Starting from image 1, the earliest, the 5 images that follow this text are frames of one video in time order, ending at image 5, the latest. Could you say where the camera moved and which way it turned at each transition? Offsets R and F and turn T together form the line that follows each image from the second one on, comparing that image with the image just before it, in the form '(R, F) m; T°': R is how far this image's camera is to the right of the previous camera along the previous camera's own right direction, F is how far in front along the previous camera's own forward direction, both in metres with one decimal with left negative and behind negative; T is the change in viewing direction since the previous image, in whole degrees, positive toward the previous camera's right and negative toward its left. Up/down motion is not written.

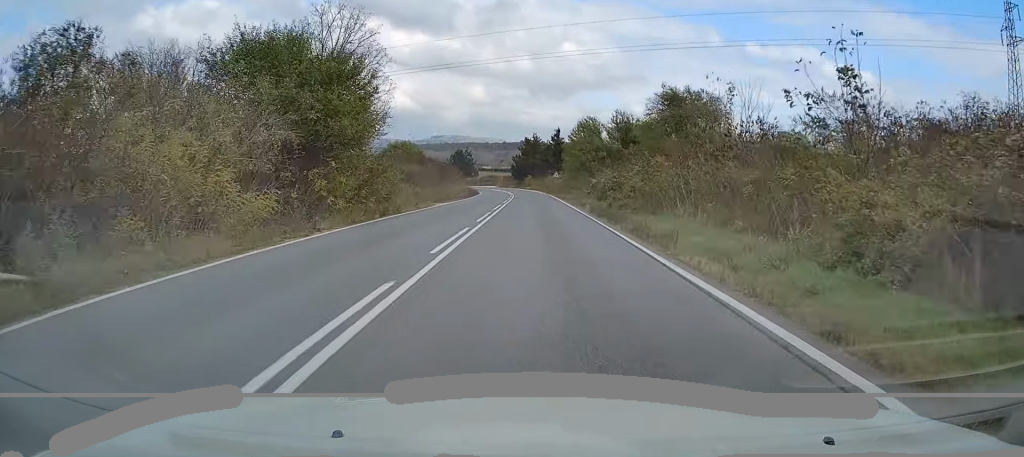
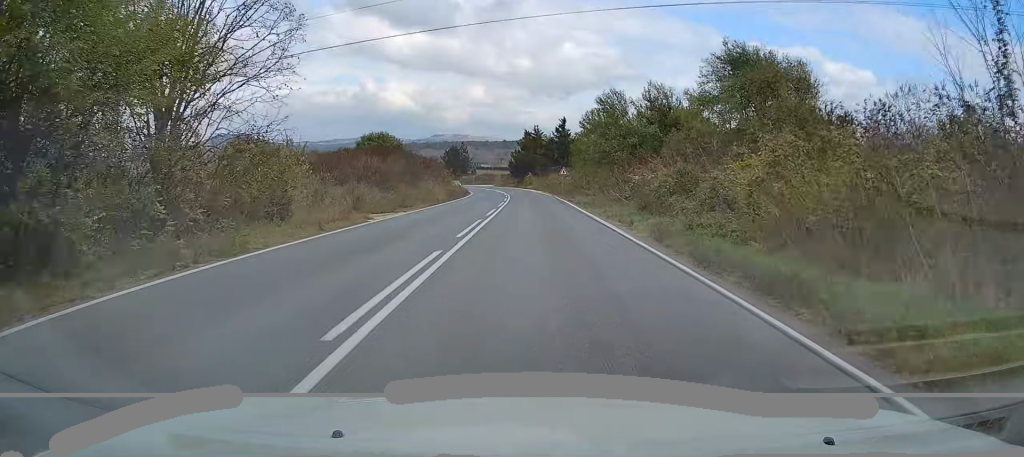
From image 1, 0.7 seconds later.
(0.0, +14.8) m; 0°
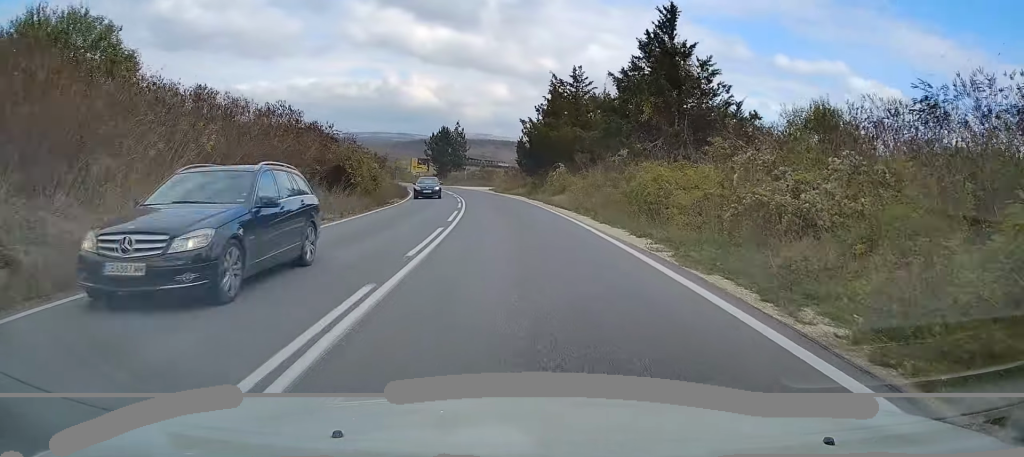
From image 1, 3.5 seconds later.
(-0.9, +57.5) m; -3°
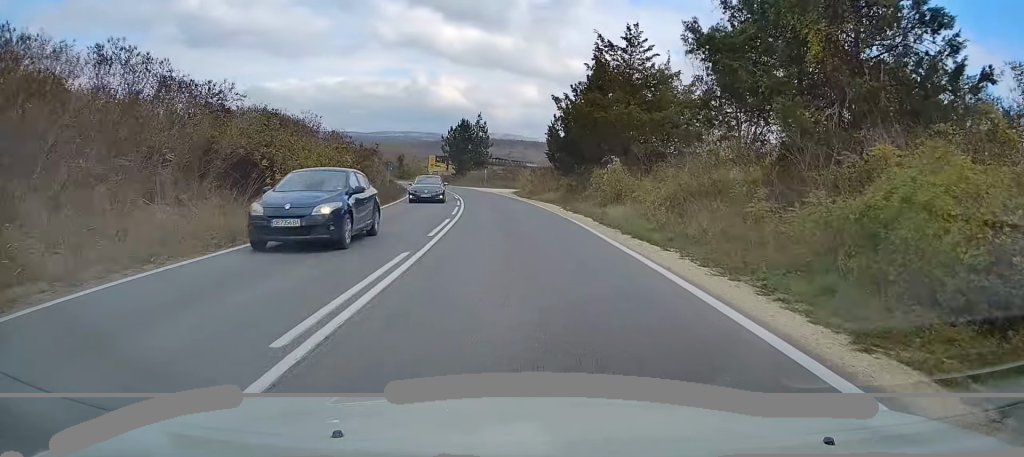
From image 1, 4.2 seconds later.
(-0.1, +14.6) m; -1°
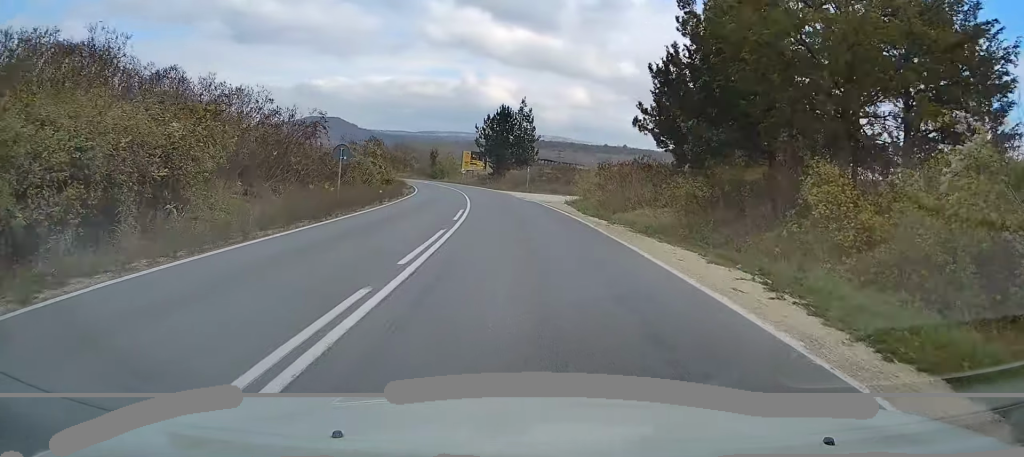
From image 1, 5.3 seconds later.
(-0.6, +21.7) m; -4°
